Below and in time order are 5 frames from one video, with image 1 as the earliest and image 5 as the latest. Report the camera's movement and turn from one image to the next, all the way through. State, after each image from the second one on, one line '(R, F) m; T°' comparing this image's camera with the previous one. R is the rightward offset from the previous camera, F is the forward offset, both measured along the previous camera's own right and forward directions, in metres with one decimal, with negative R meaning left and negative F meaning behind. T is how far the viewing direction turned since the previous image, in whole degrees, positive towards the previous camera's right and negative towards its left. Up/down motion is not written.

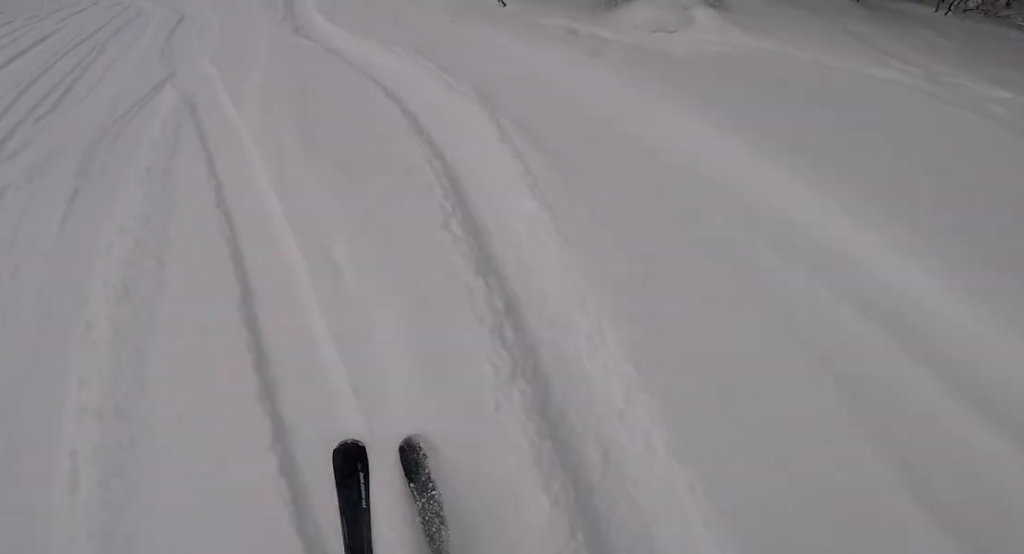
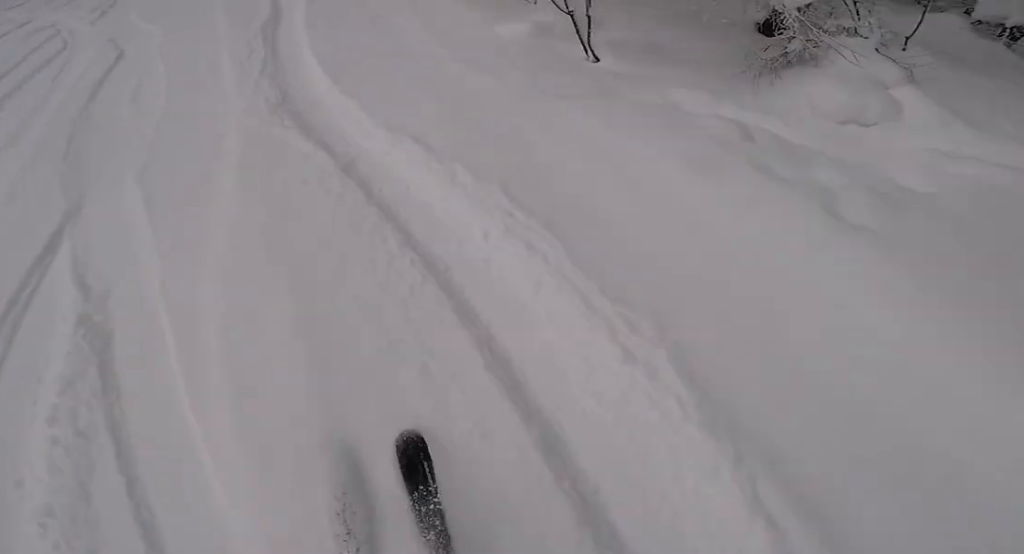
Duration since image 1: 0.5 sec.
(-0.1, +2.7) m; -4°
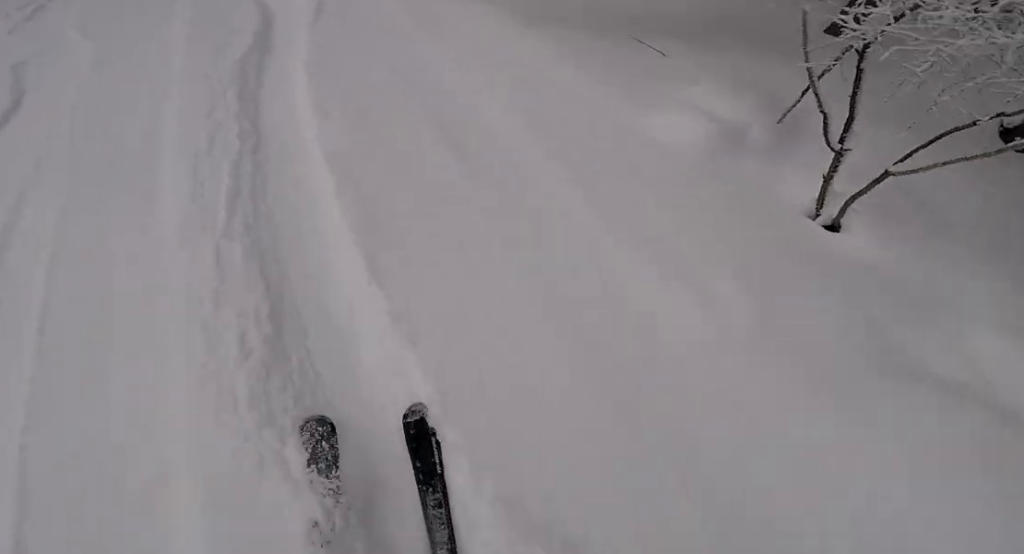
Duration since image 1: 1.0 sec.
(0.0, +2.7) m; 0°
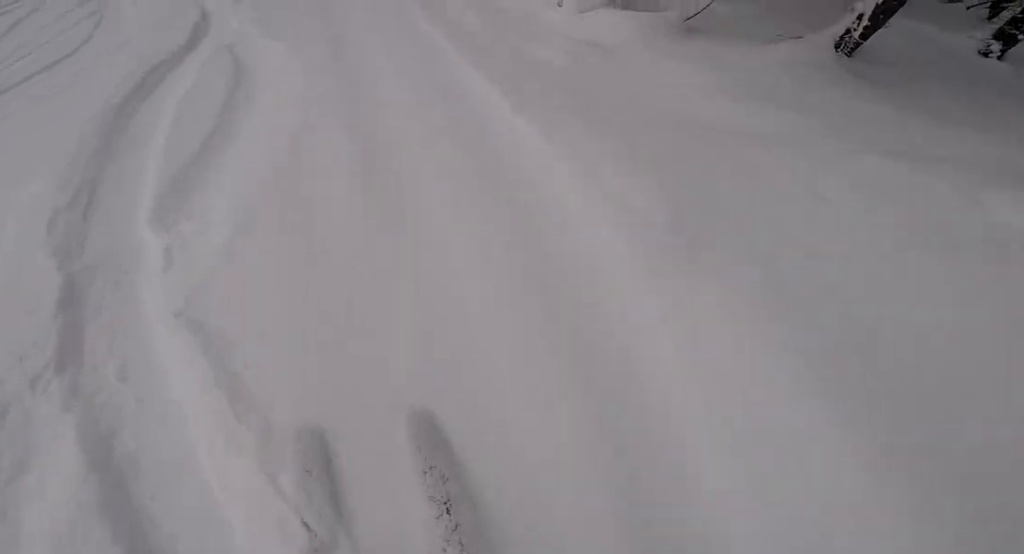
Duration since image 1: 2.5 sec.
(0.0, +7.6) m; 0°
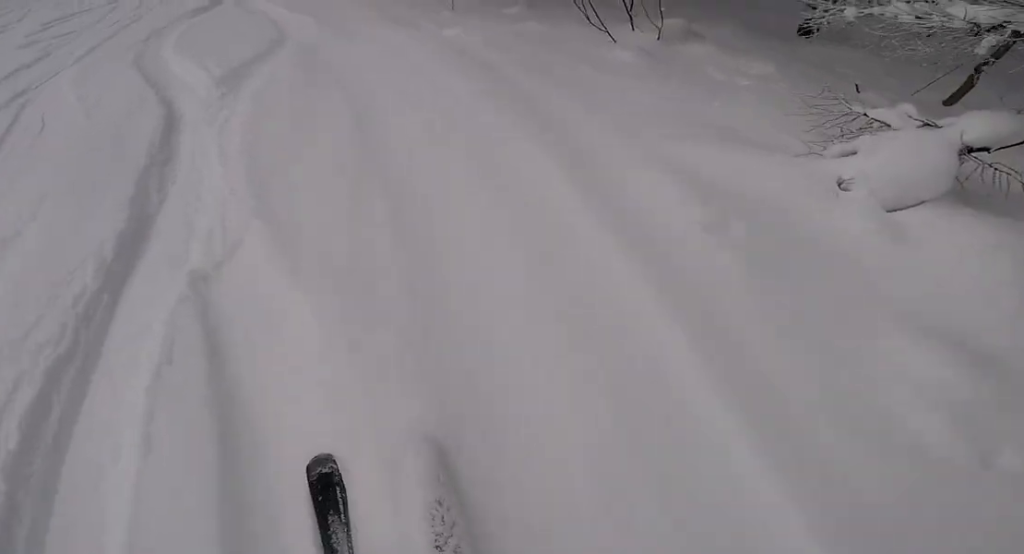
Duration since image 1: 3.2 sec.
(0.0, +3.3) m; -1°
